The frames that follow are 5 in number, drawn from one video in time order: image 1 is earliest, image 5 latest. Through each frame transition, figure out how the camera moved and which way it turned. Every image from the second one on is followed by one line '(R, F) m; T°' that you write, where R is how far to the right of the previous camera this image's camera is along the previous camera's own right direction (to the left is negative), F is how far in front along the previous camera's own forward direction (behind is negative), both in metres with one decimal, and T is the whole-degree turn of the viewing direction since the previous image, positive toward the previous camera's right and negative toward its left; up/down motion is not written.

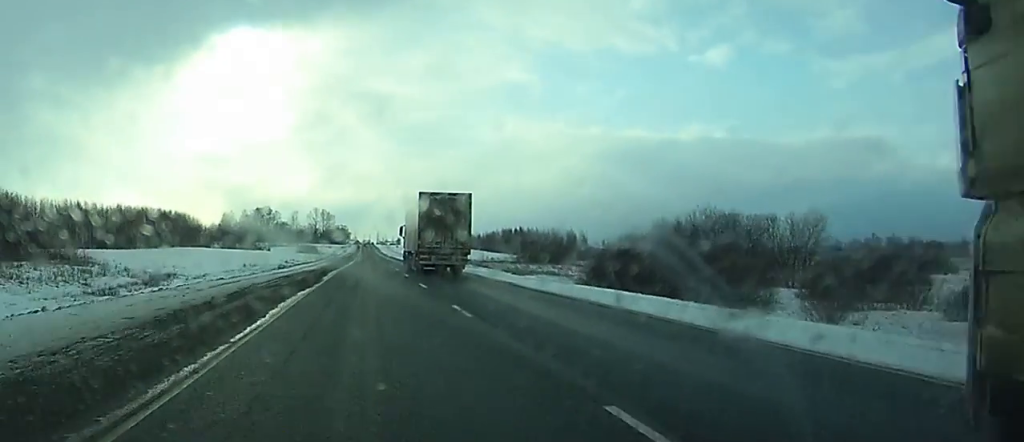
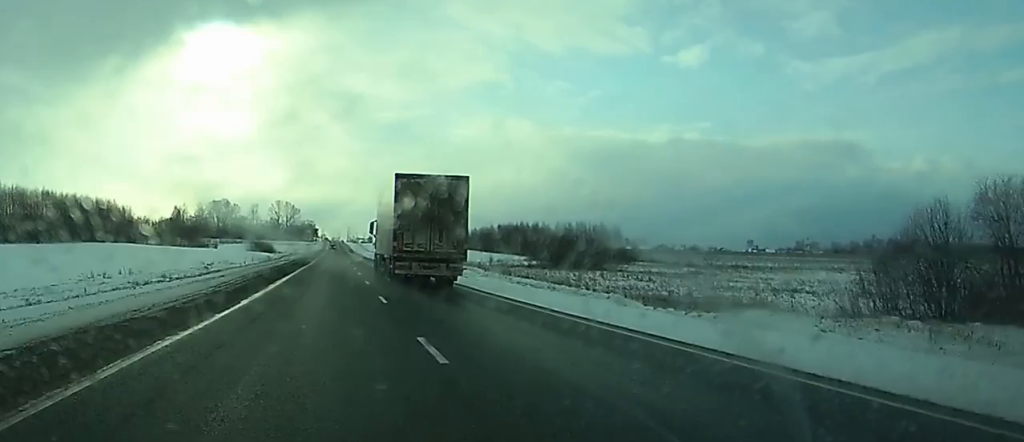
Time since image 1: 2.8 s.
(0.0, +66.9) m; 0°
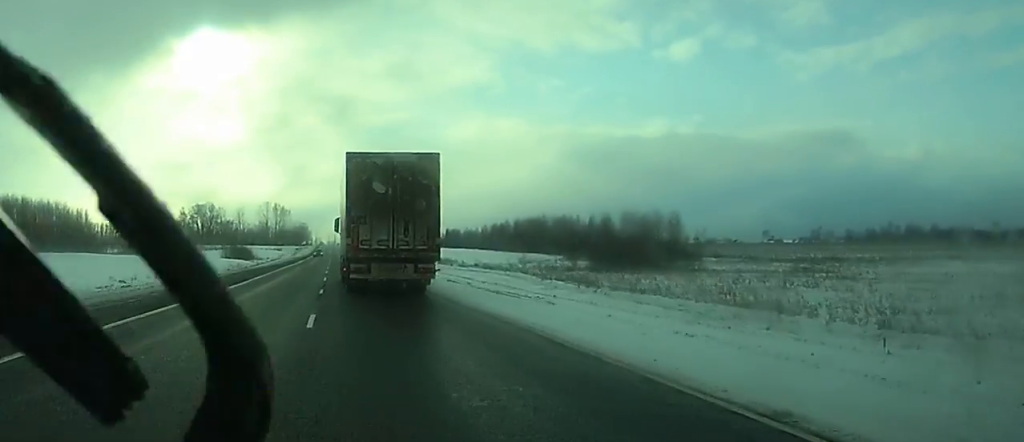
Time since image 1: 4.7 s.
(+0.8, +45.0) m; +2°
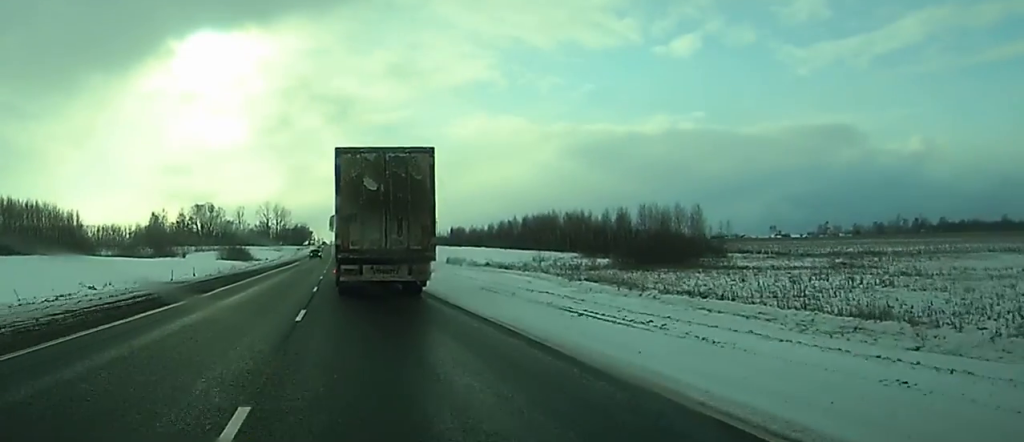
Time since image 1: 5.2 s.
(0.0, +10.6) m; 0°
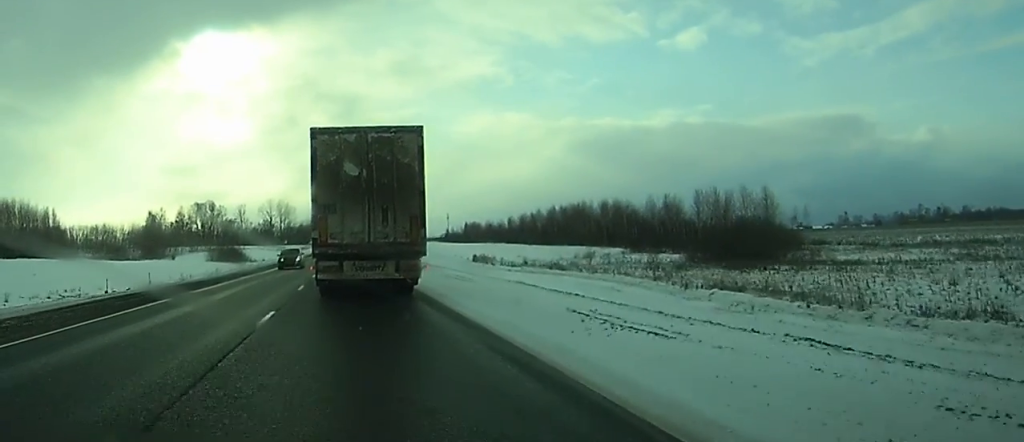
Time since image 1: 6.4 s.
(+0.1, +26.8) m; 0°
